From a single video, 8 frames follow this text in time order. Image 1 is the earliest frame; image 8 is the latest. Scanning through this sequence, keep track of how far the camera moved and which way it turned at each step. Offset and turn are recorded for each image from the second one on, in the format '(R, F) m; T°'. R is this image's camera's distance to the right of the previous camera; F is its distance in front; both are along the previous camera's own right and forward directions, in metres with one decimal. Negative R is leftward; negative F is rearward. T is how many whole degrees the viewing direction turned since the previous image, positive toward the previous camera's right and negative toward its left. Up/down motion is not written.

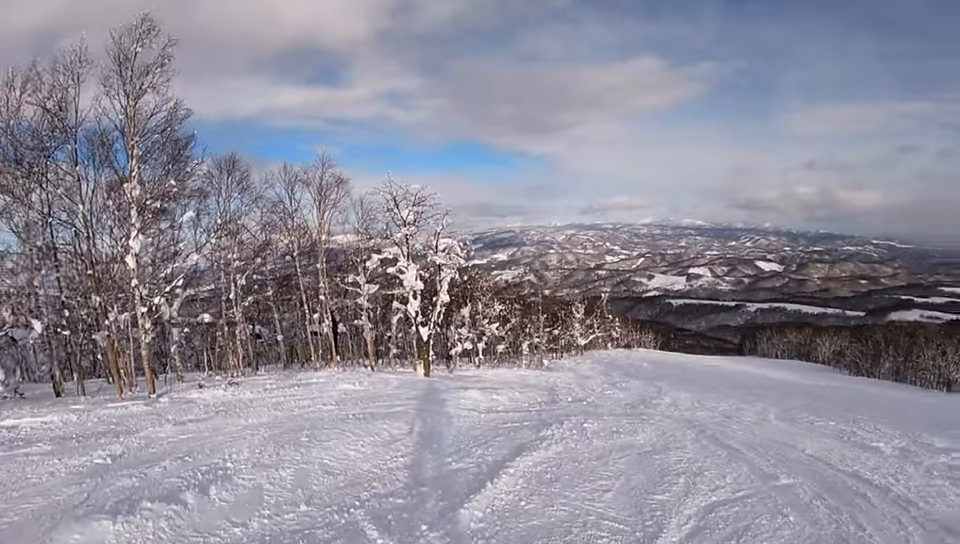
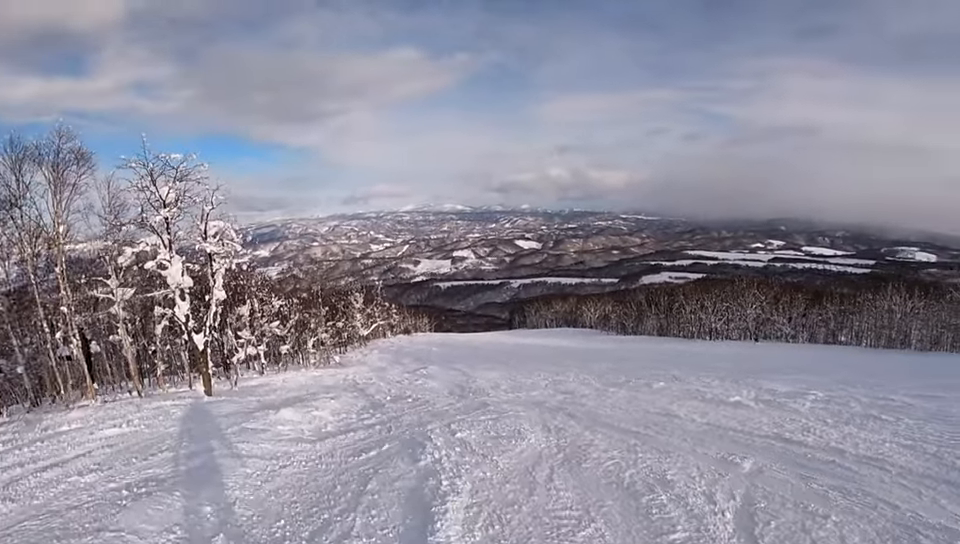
(+1.3, +2.6) m; +28°
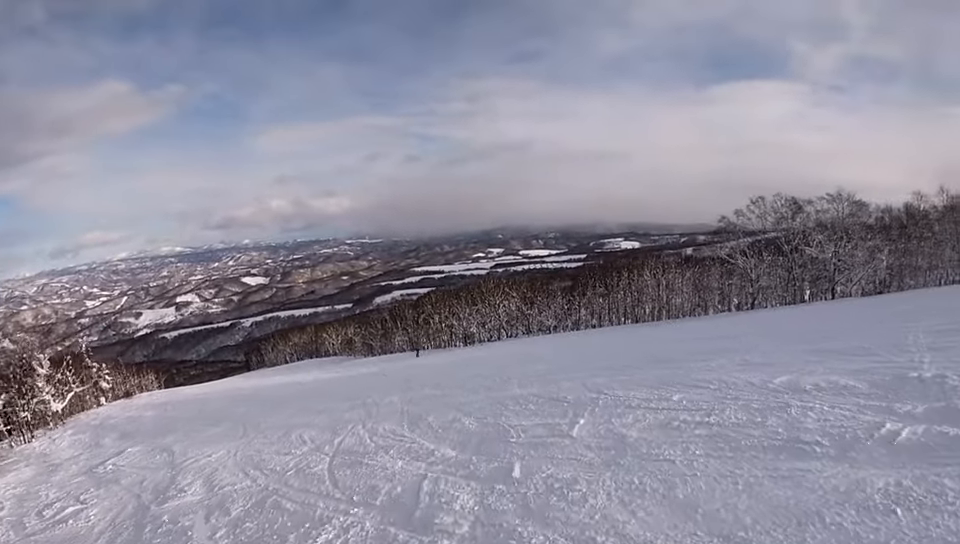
(+4.1, +9.1) m; +54°
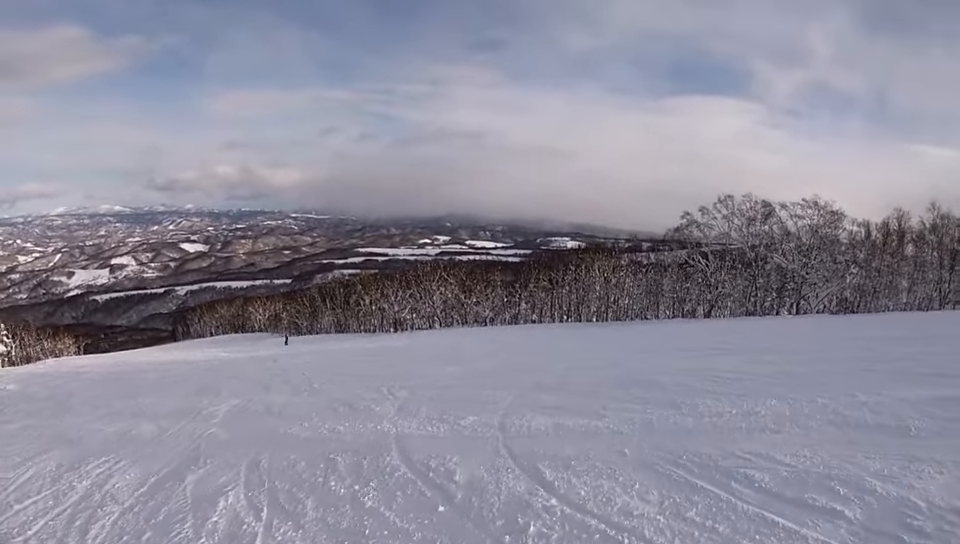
(+0.6, +6.1) m; +2°
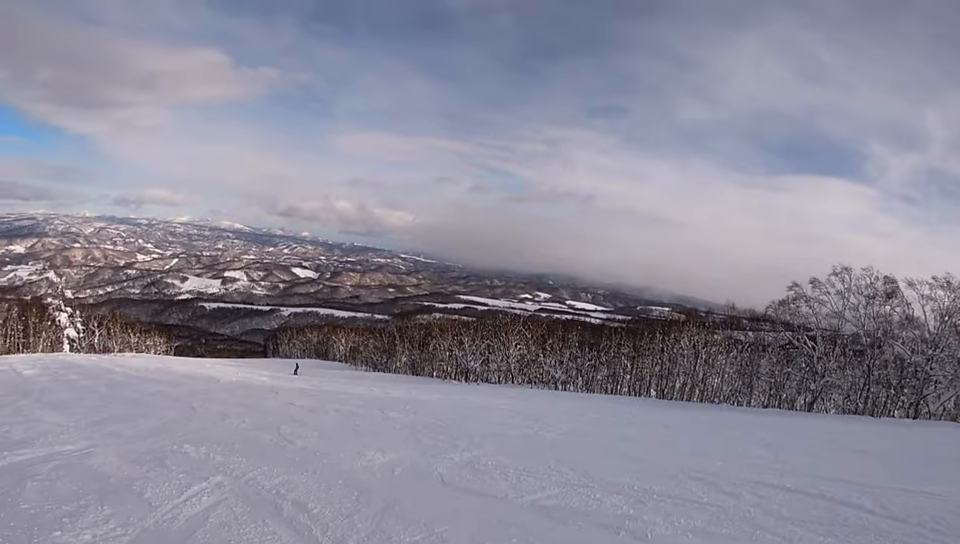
(-0.4, +6.8) m; -4°
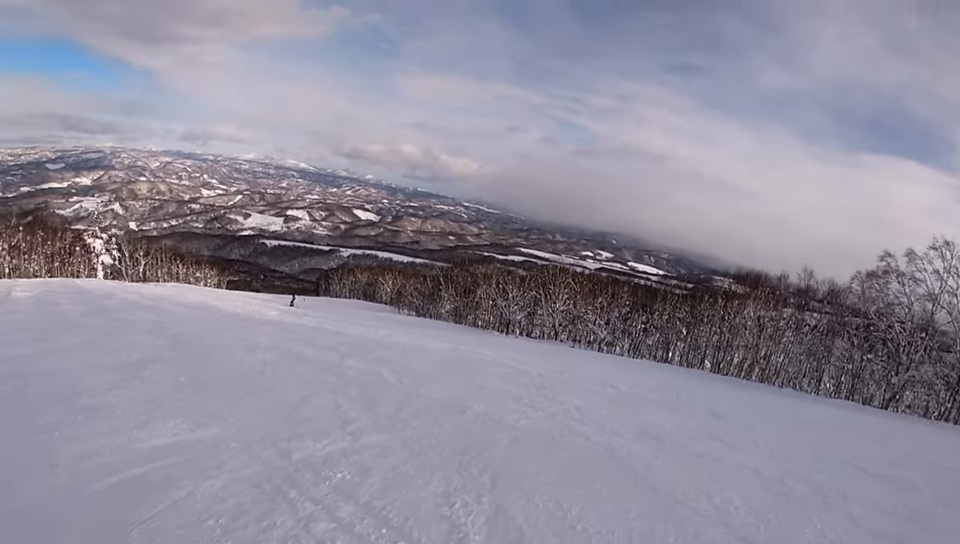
(-0.1, +5.5) m; -18°
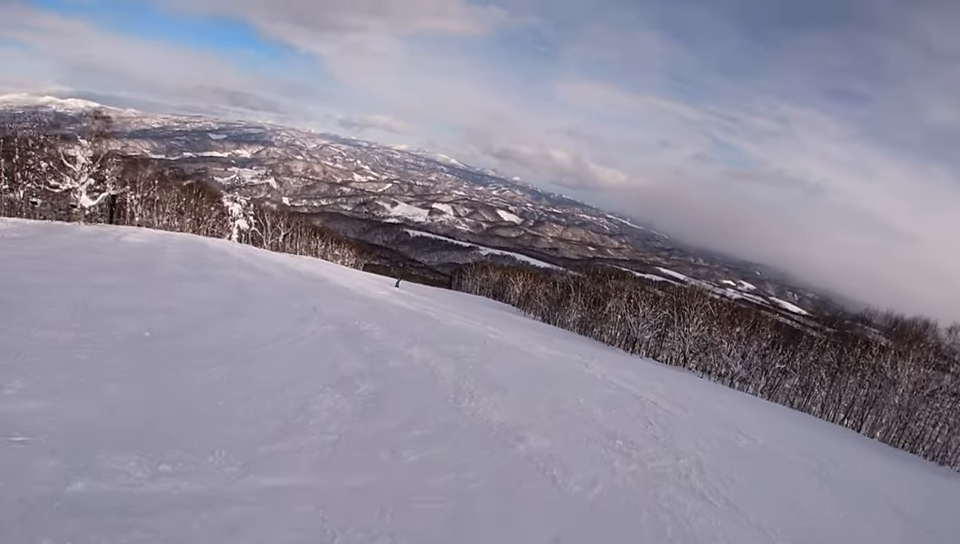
(0.0, +3.0) m; -16°
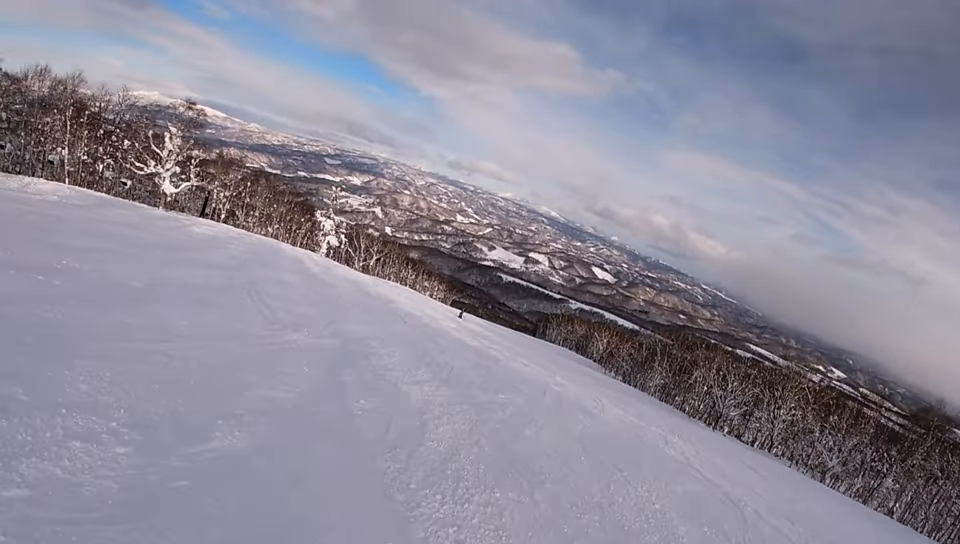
(-1.2, +3.1) m; -22°
